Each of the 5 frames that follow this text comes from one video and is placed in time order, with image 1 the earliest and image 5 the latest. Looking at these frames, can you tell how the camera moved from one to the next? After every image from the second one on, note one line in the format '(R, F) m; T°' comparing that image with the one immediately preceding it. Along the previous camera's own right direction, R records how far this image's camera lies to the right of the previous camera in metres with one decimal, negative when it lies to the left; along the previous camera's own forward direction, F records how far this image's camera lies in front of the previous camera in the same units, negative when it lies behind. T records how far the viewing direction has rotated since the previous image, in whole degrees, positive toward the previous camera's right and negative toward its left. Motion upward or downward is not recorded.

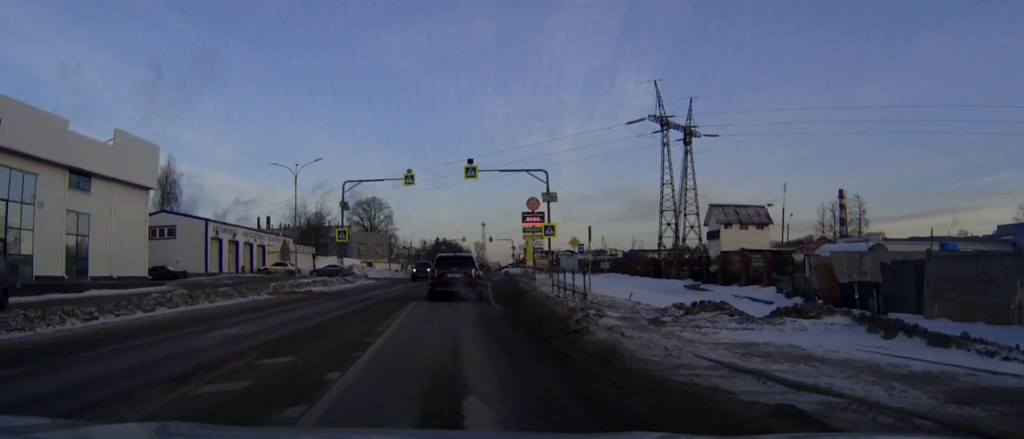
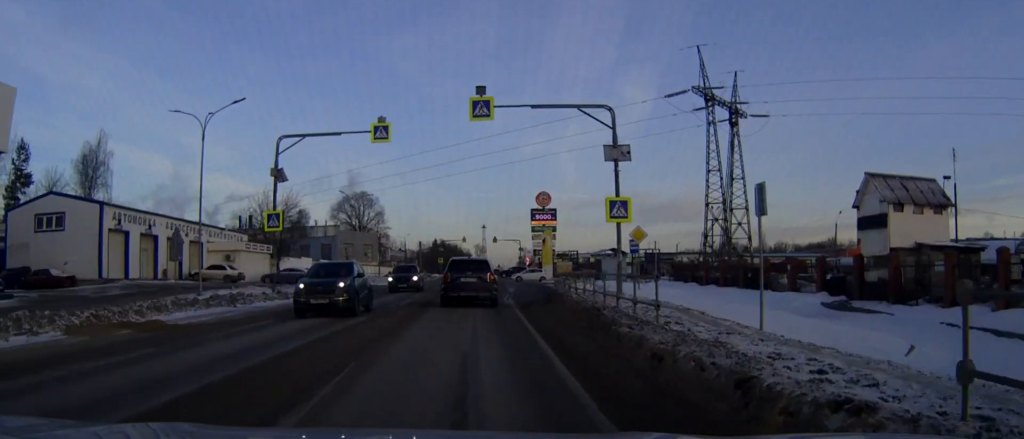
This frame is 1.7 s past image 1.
(-0.1, +20.3) m; 0°
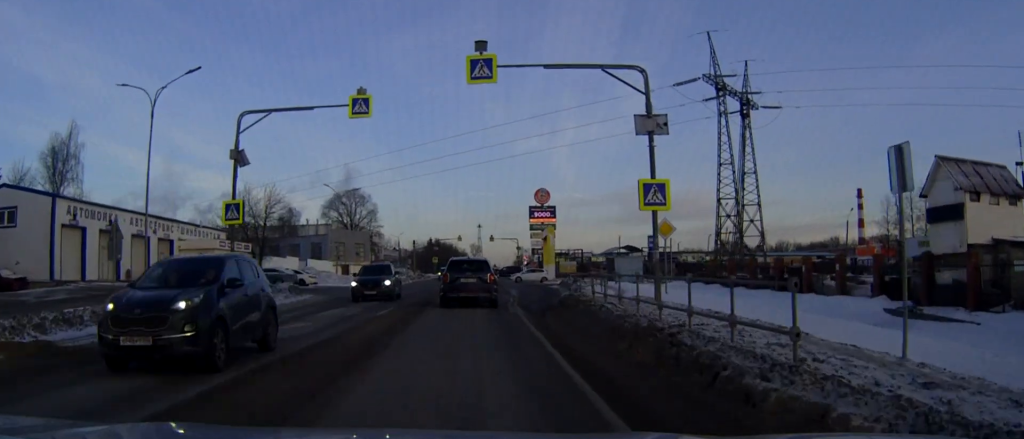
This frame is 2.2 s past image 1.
(0.0, +5.8) m; 0°
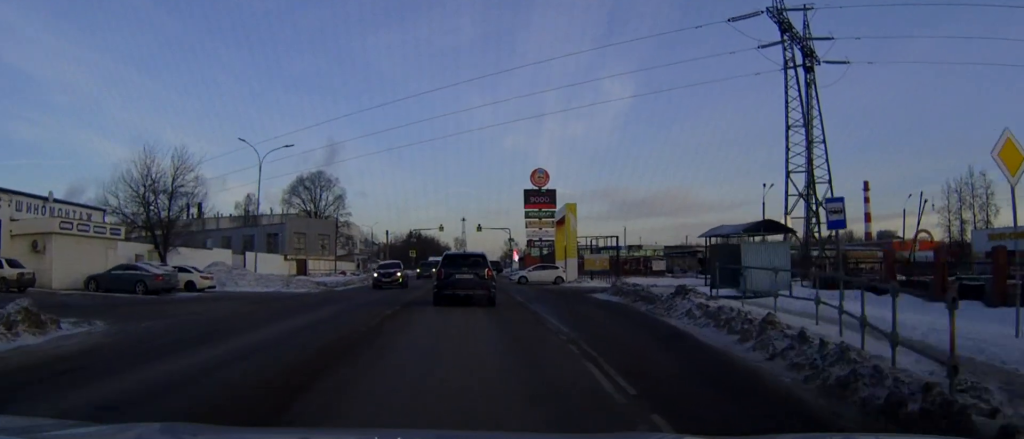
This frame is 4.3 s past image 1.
(+0.3, +22.6) m; +2°
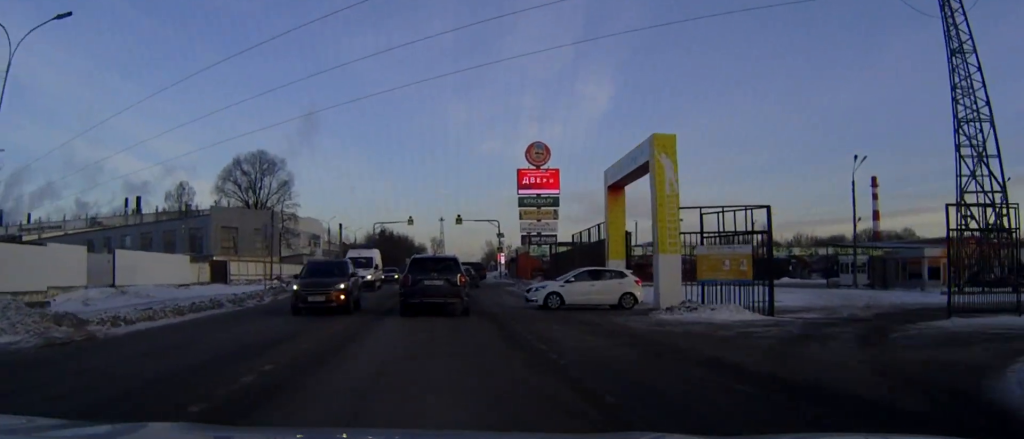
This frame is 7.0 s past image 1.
(+0.4, +27.1) m; 0°
